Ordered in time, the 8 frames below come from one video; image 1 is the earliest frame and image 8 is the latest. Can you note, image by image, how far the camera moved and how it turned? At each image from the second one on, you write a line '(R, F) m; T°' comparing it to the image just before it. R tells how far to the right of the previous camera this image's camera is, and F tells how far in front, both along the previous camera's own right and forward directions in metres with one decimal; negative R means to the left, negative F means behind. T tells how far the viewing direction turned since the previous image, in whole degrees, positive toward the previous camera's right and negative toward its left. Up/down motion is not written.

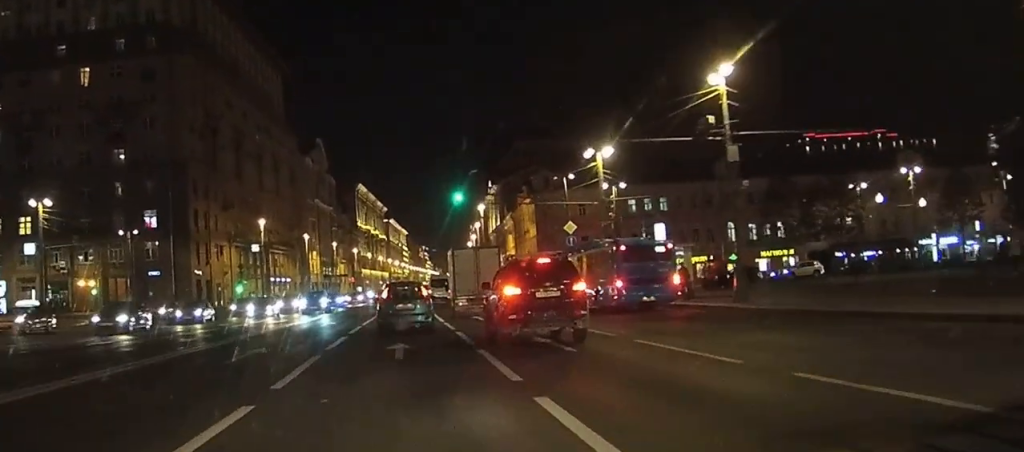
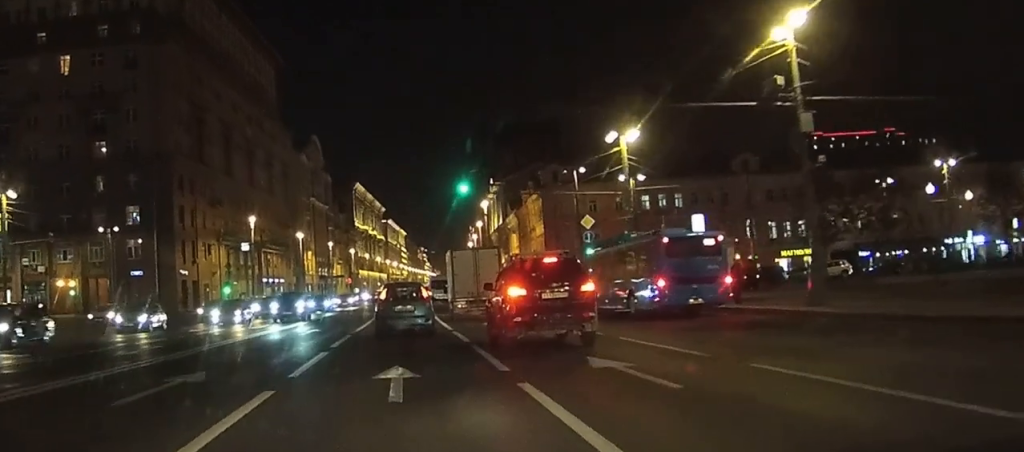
(0.0, +6.4) m; 0°
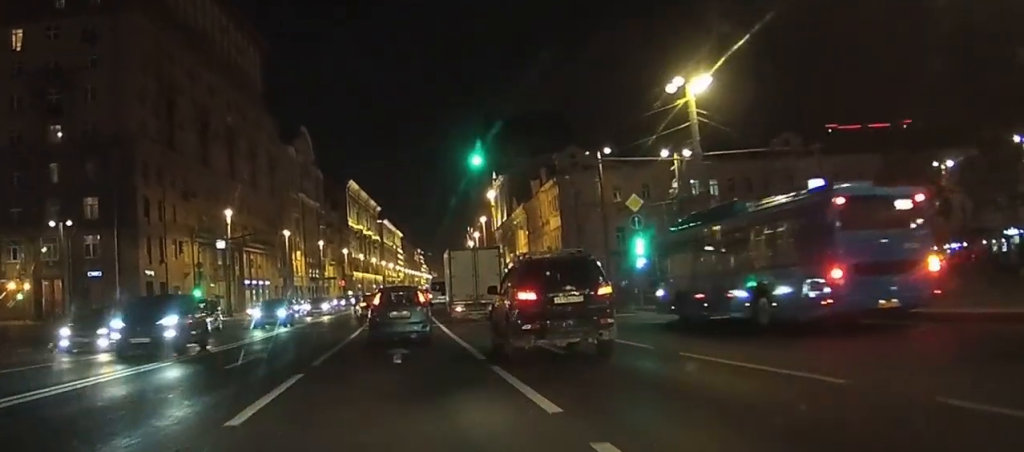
(0.0, +12.3) m; 0°
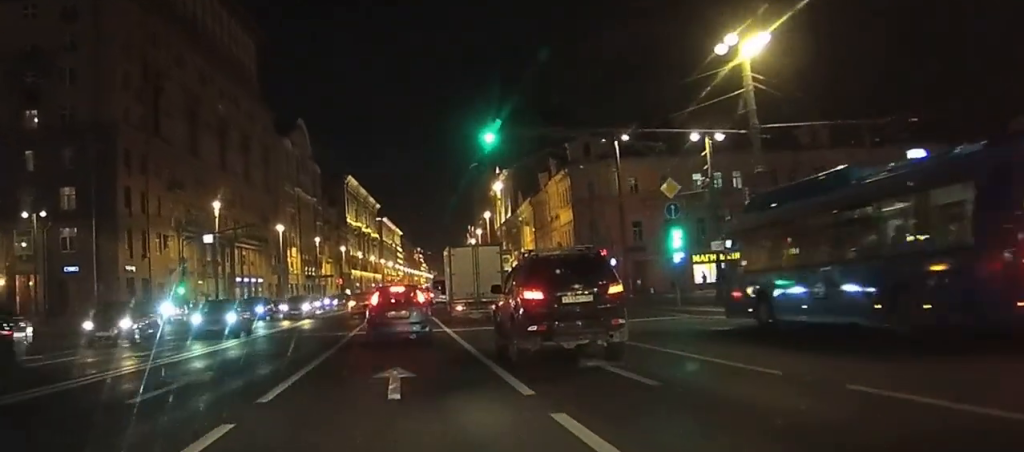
(0.0, +5.9) m; 0°
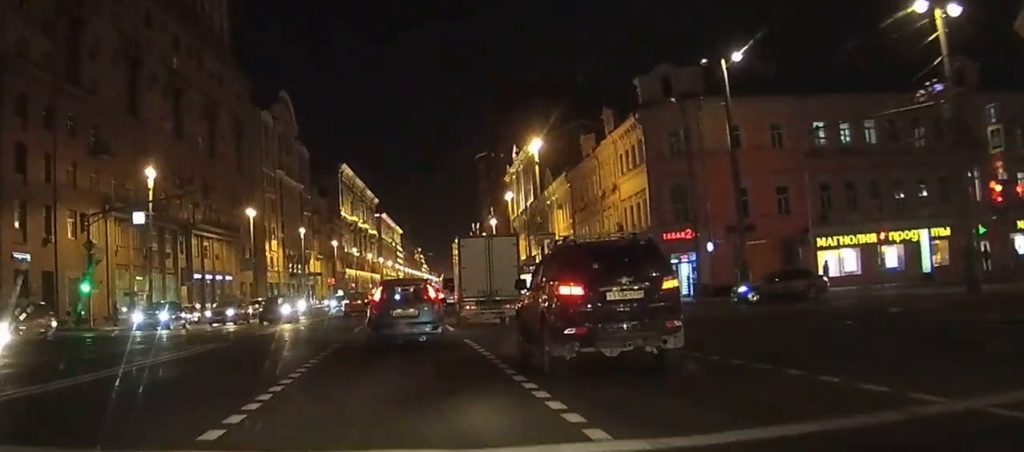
(-0.3, +22.8) m; -2°
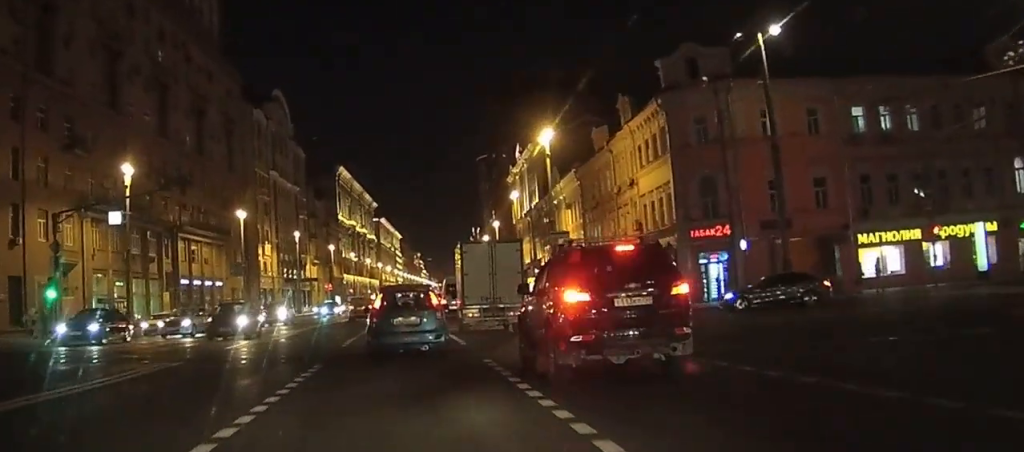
(0.0, +5.2) m; -1°
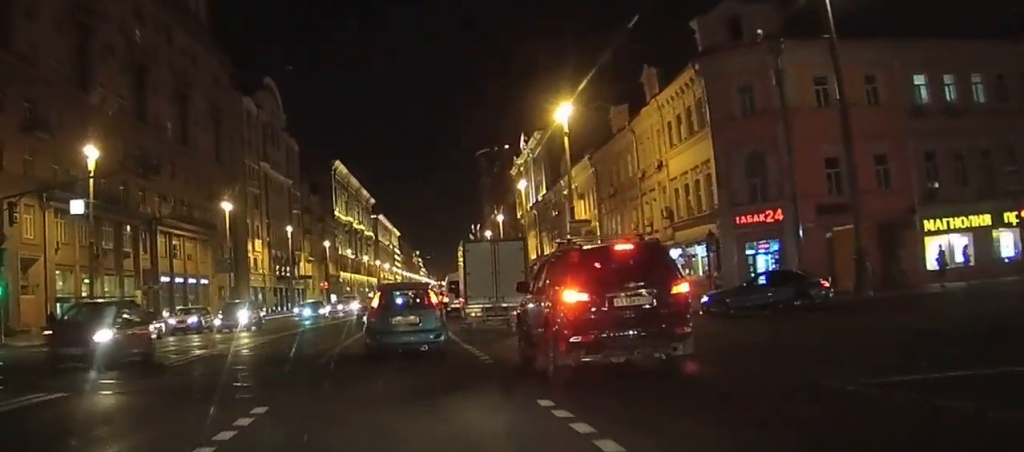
(0.0, +6.8) m; 0°
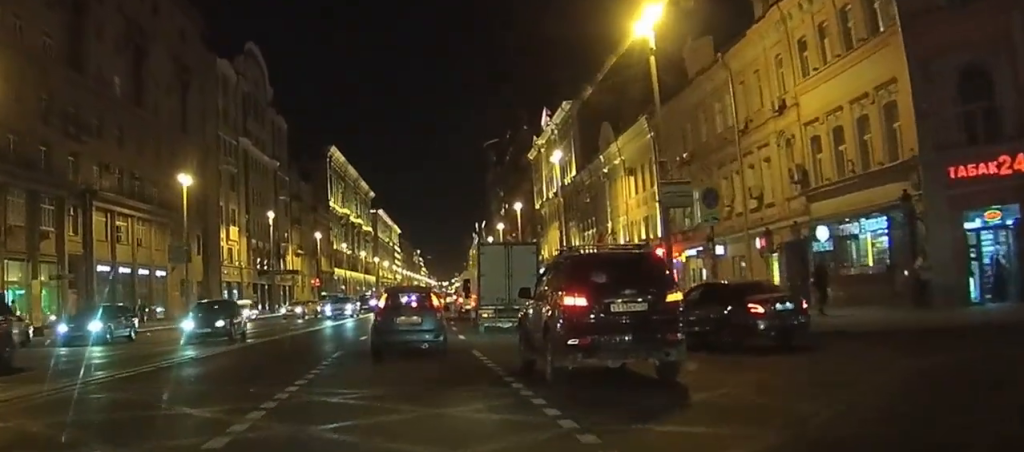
(+0.2, +17.7) m; +1°
